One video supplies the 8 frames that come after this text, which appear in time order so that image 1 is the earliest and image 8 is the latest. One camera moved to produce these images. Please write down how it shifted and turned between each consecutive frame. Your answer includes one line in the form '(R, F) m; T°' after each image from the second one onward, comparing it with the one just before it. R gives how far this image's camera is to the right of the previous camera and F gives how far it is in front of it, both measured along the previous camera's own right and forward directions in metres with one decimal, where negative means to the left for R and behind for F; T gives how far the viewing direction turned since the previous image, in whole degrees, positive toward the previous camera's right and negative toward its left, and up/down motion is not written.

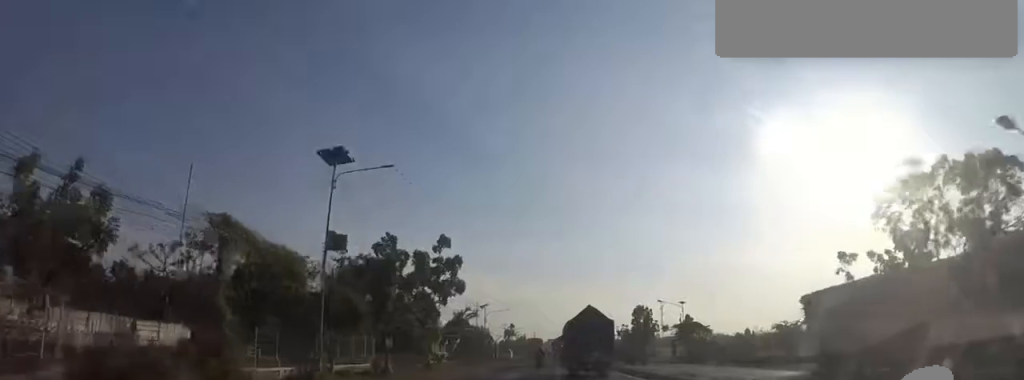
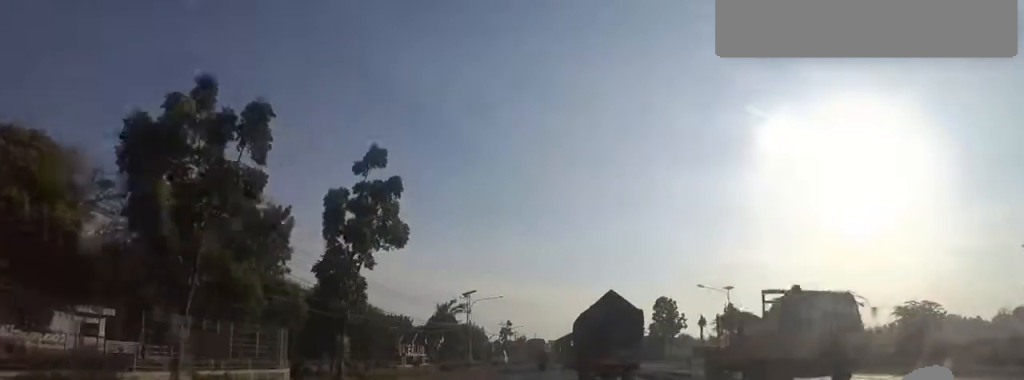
(-0.3, +14.8) m; -2°
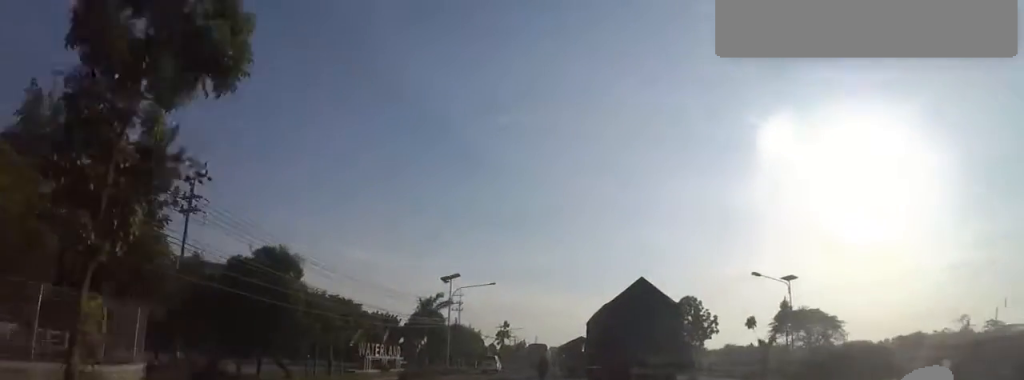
(-0.1, +11.4) m; 0°
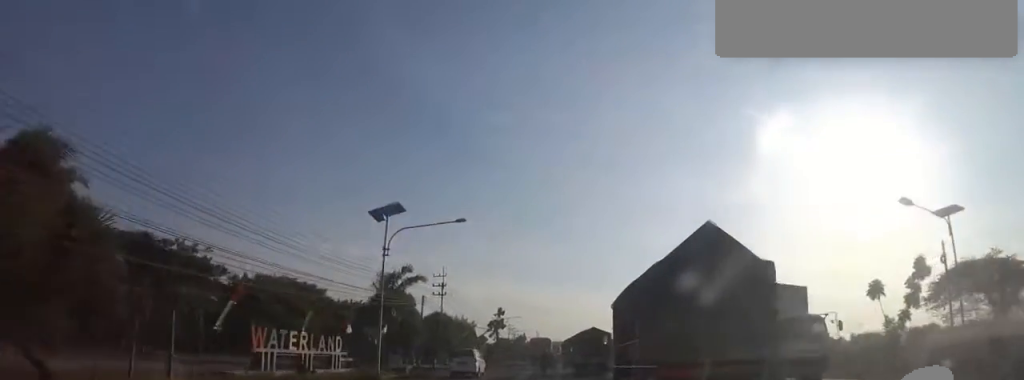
(+0.1, +16.0) m; +2°
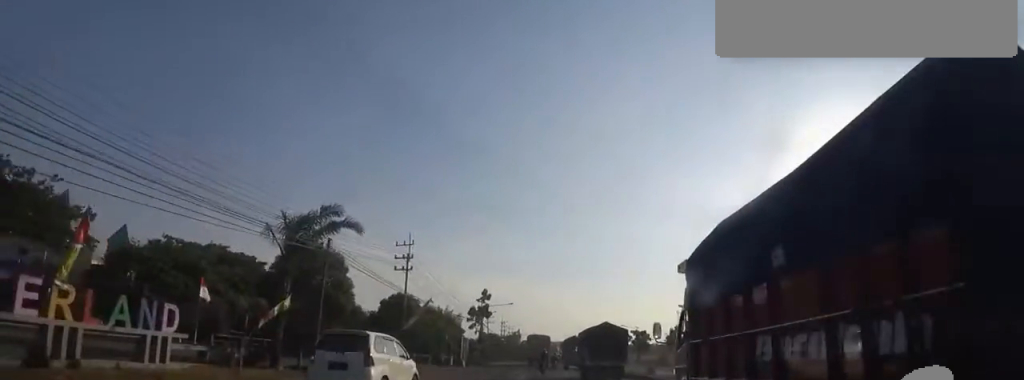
(+0.4, +16.6) m; +2°
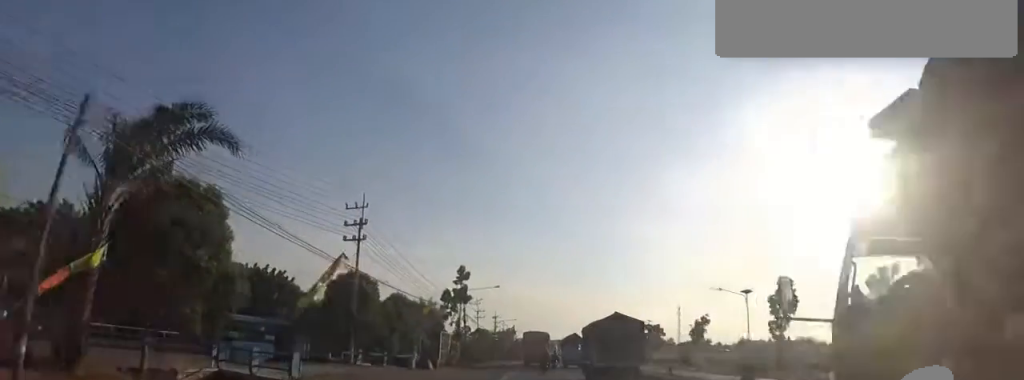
(+0.2, +12.0) m; 0°
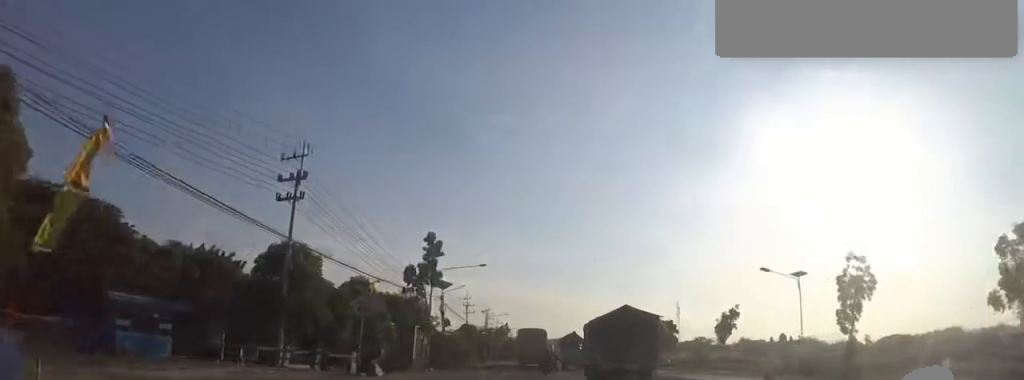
(+0.1, +9.4) m; -1°
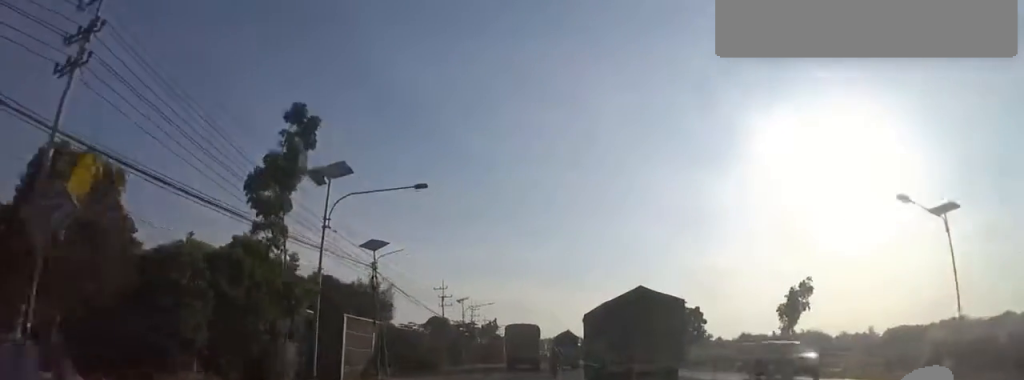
(-0.5, +14.2) m; -2°
